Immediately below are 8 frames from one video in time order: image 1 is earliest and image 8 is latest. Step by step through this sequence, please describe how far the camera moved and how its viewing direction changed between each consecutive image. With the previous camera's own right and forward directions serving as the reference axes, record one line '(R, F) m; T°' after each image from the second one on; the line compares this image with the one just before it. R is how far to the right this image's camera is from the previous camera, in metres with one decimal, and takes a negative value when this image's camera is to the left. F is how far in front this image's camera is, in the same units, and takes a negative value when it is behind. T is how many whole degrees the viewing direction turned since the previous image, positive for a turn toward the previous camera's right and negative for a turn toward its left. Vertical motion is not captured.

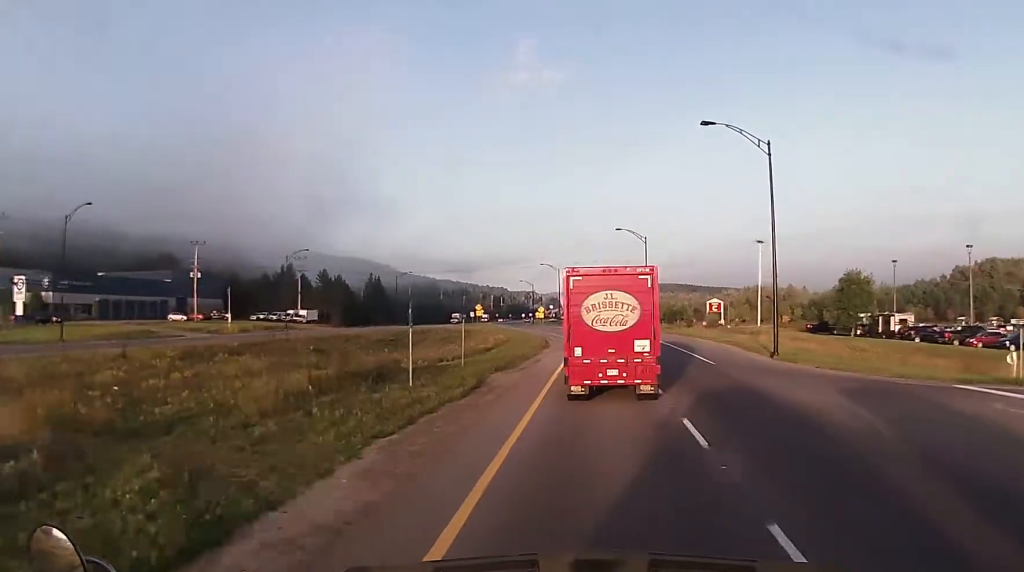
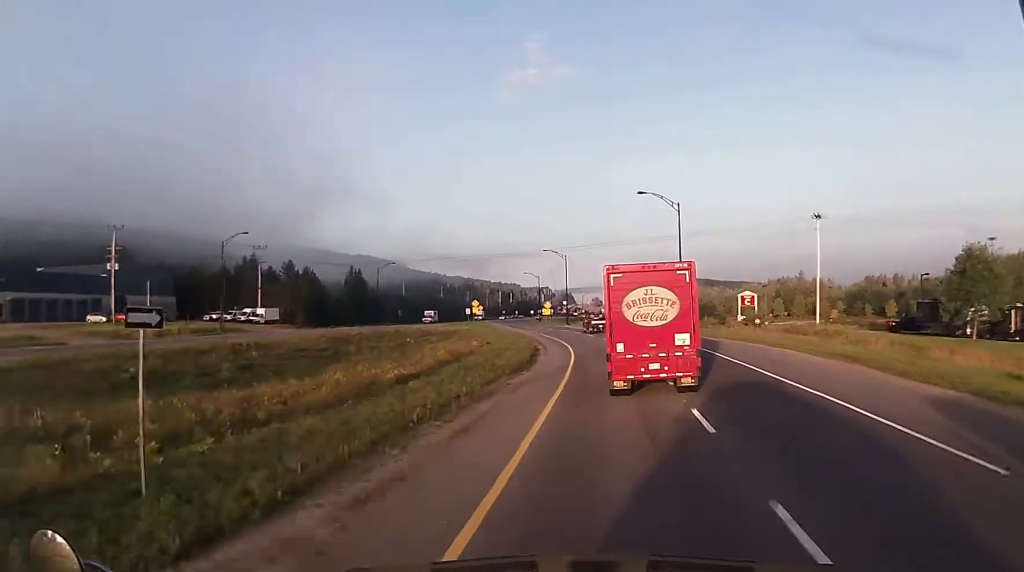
(+0.4, +26.2) m; -1°
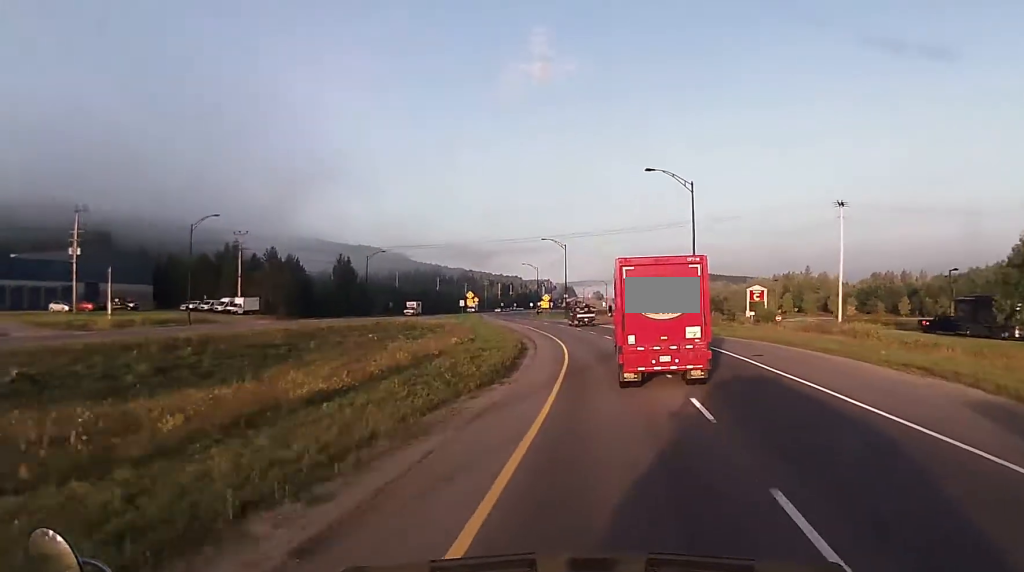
(-0.2, +8.6) m; -1°
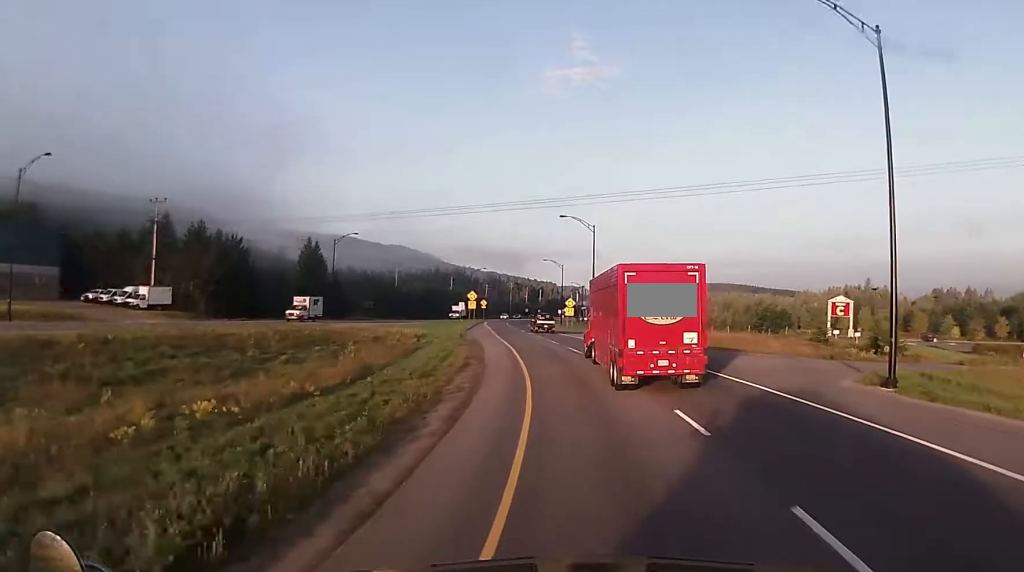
(-0.9, +36.6) m; -3°
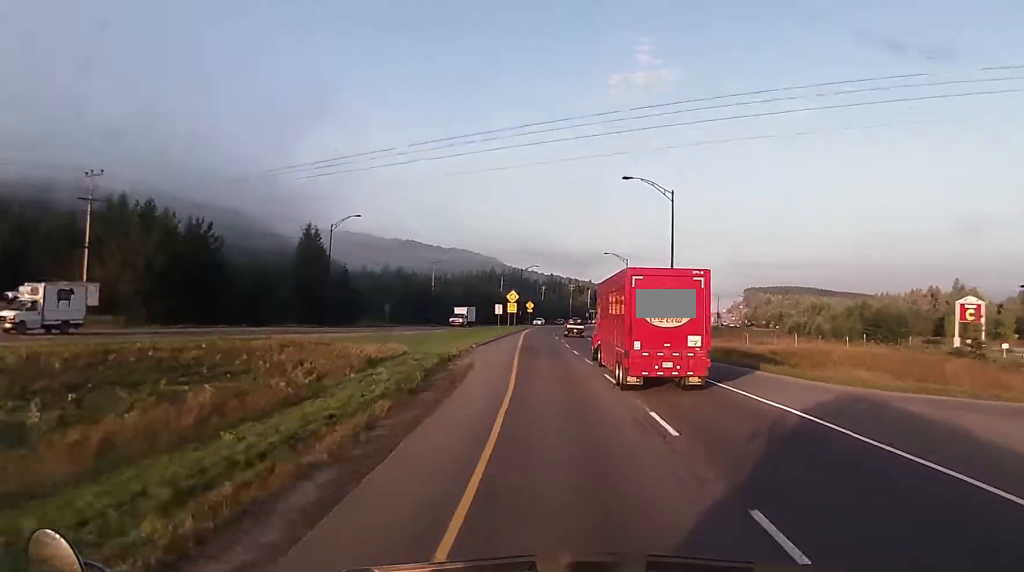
(-0.5, +26.7) m; -3°
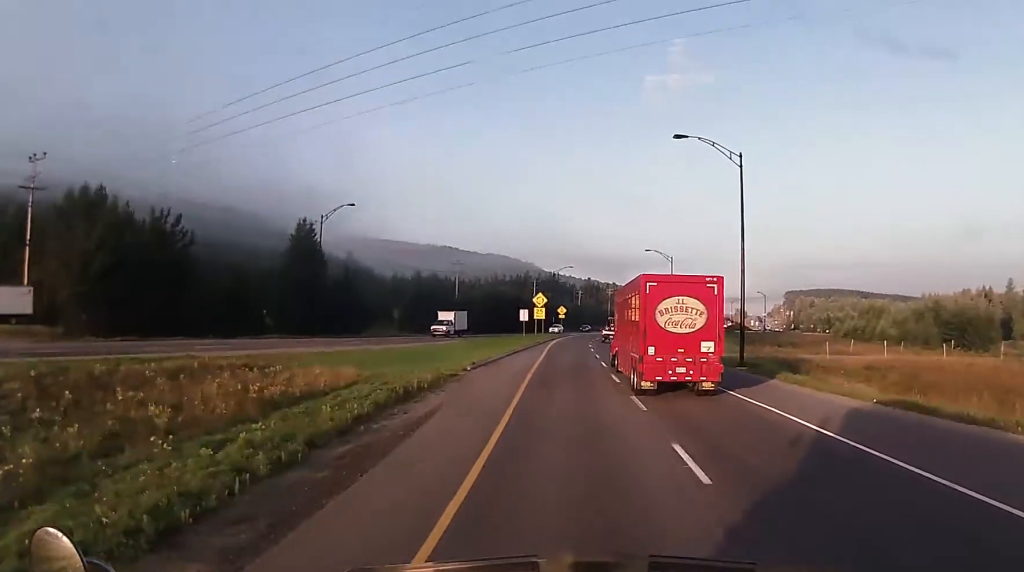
(-0.3, +14.7) m; -3°
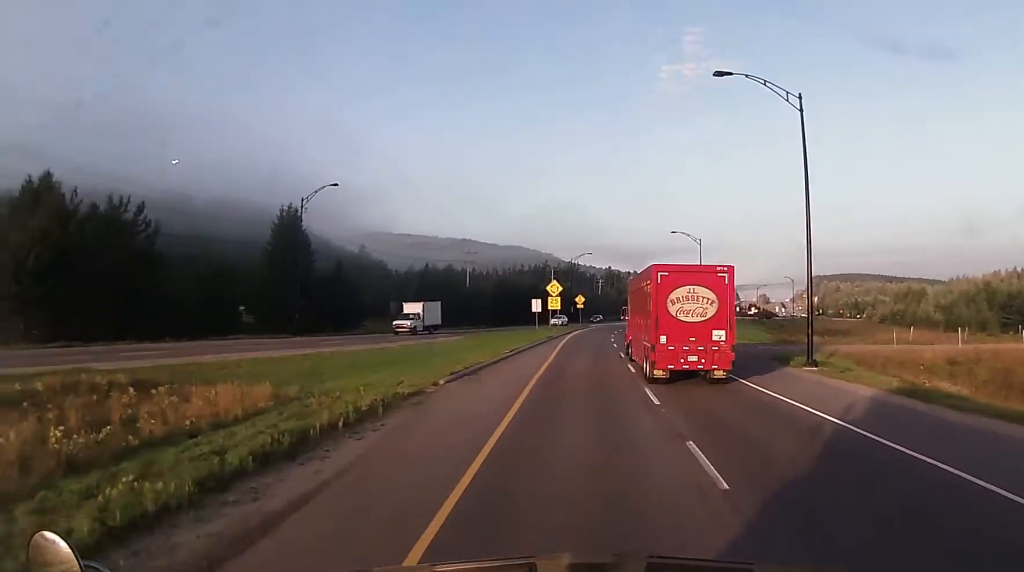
(-0.2, +10.0) m; -3°
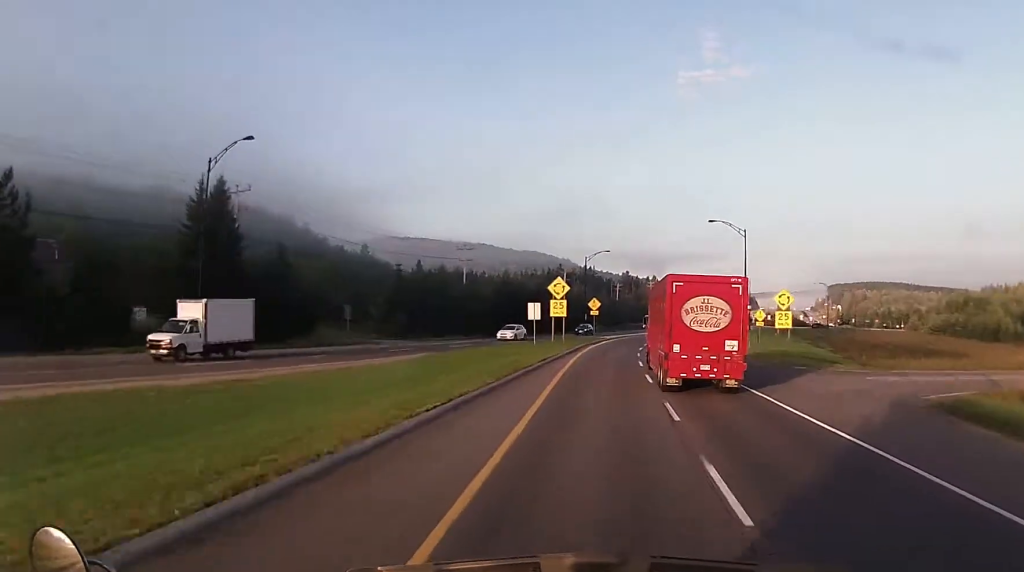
(-0.8, +19.6) m; -3°
